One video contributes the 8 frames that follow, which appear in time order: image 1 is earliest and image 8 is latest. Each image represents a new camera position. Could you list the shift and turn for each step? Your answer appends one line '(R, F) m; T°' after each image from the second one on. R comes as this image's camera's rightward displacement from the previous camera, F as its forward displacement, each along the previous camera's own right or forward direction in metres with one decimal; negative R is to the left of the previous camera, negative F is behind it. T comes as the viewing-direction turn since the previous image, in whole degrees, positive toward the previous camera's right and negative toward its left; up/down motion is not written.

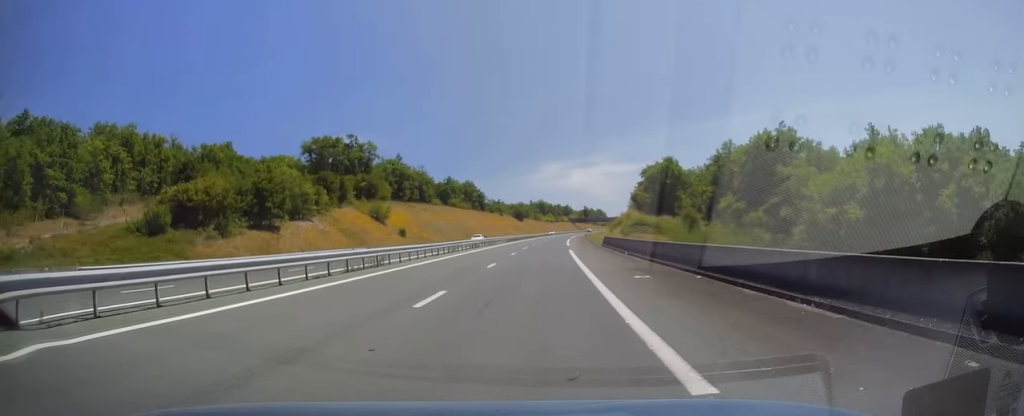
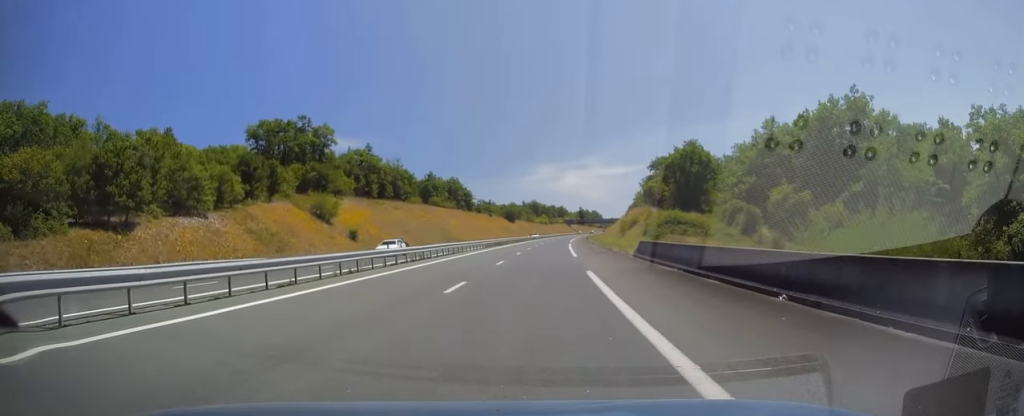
(-0.2, +22.9) m; 0°
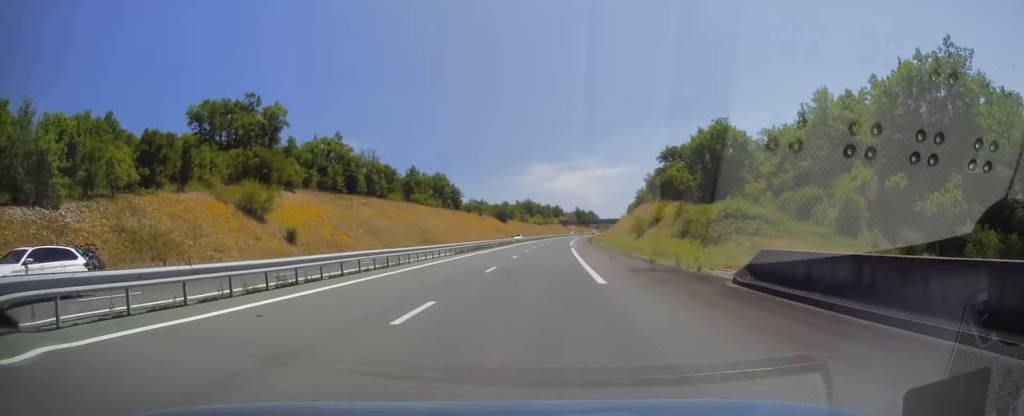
(0.0, +18.0) m; +1°
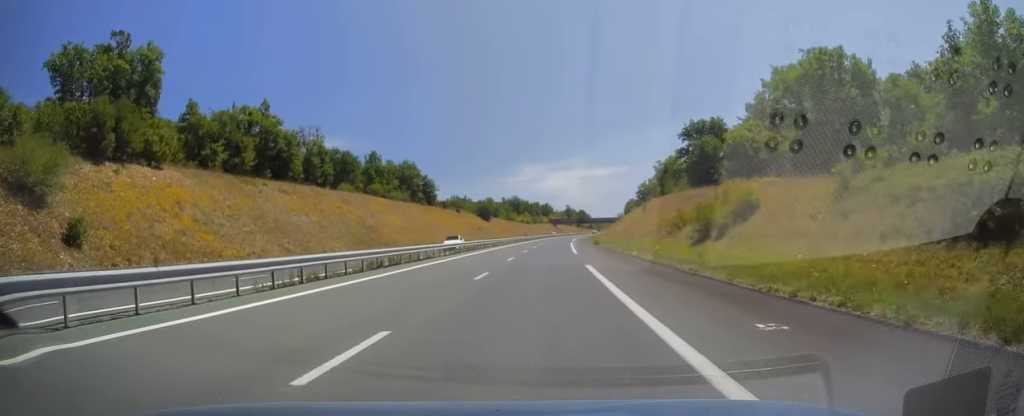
(+0.4, +29.8) m; +1°
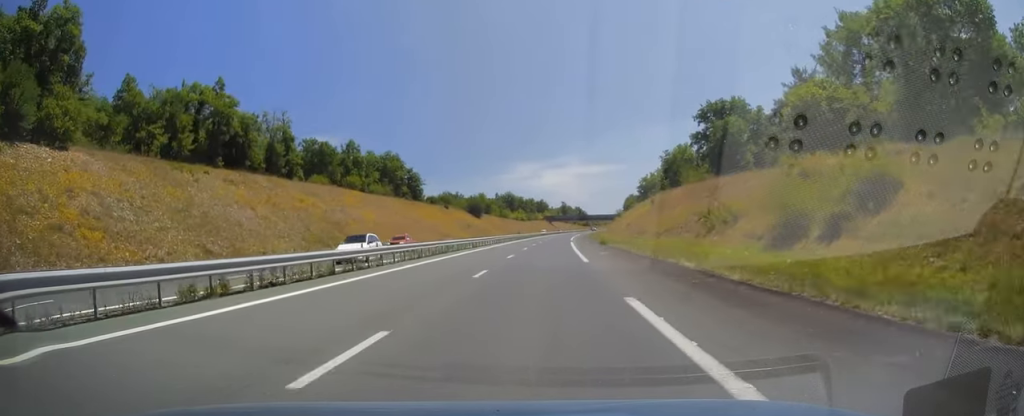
(+0.1, +13.2) m; 0°
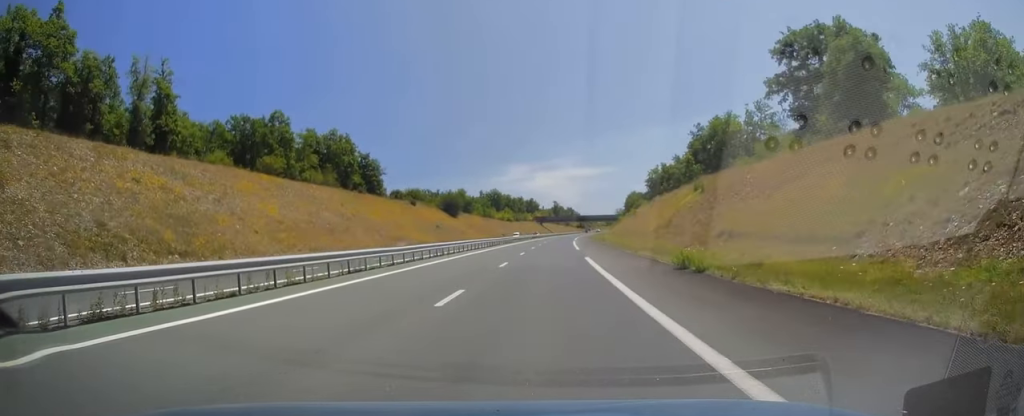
(+0.2, +32.7) m; +1°
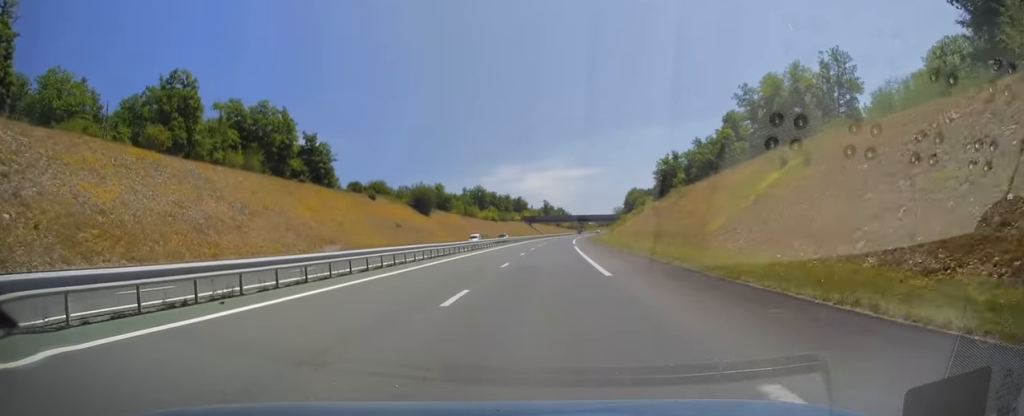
(+0.3, +25.9) m; +1°
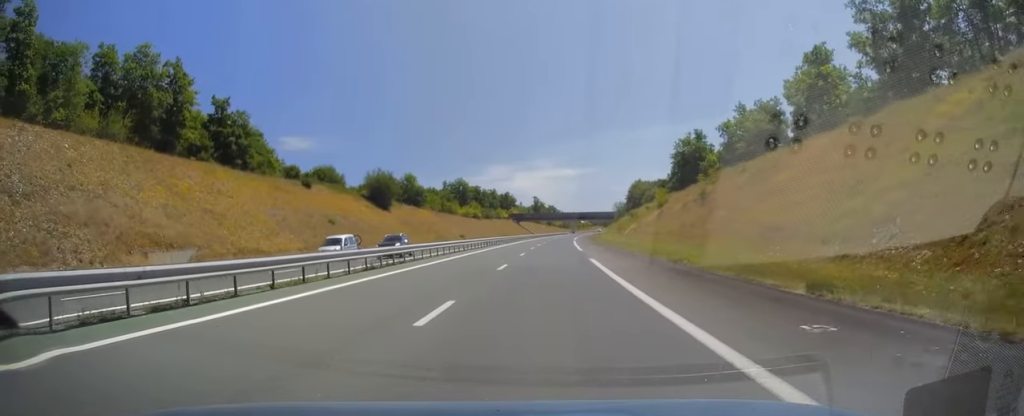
(+0.1, +28.3) m; +1°
